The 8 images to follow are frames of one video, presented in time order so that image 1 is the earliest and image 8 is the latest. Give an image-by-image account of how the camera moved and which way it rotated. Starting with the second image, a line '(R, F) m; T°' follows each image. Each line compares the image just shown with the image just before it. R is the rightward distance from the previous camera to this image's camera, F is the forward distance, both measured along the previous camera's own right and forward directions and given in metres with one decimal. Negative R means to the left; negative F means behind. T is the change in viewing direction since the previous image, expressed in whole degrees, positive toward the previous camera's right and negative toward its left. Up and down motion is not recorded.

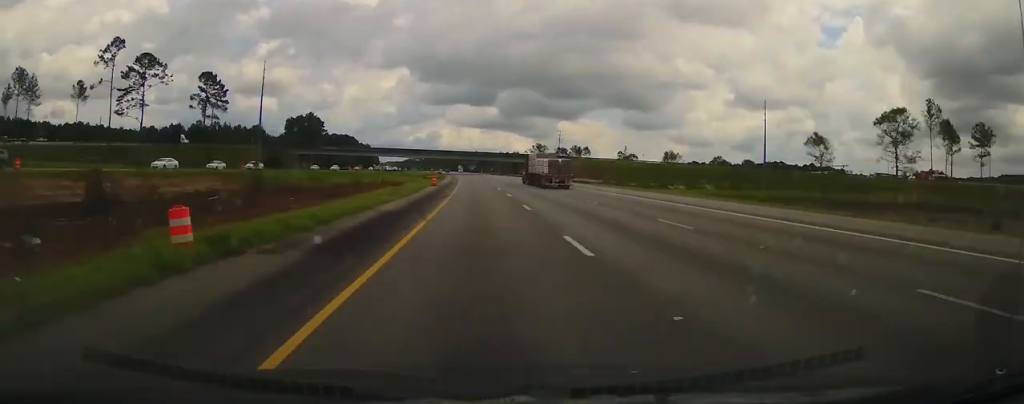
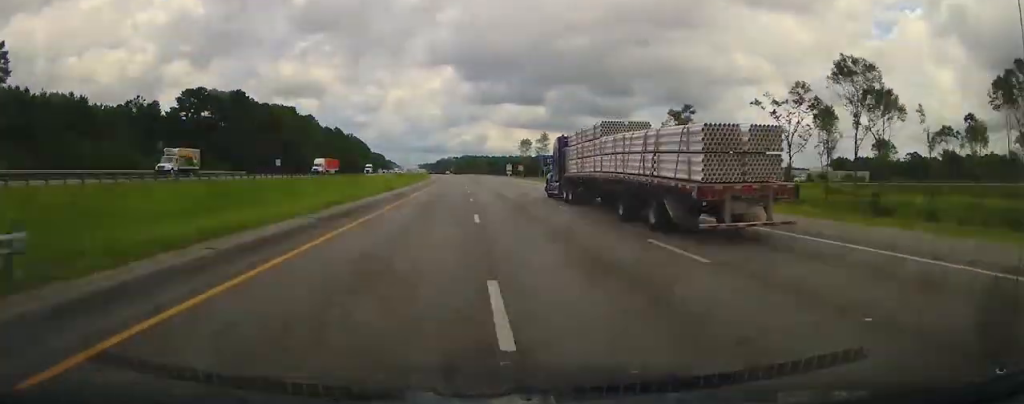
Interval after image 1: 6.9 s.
(-7.1, +195.8) m; -5°
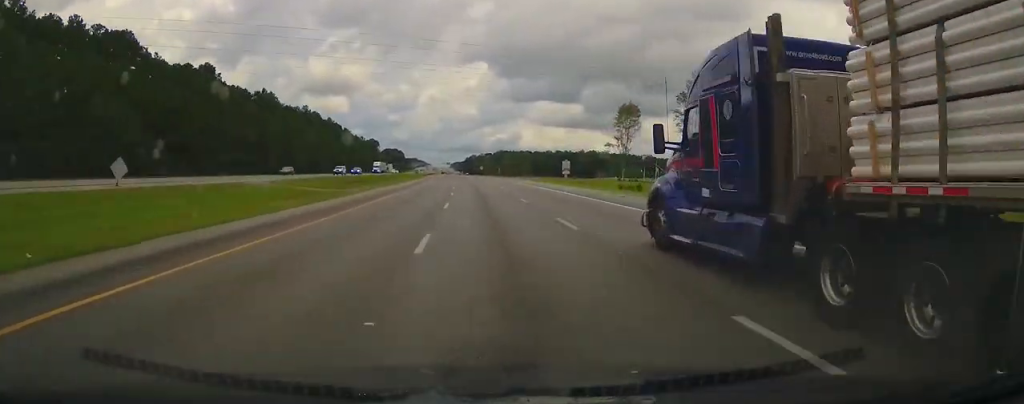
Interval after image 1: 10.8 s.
(-4.5, +186.9) m; -3°
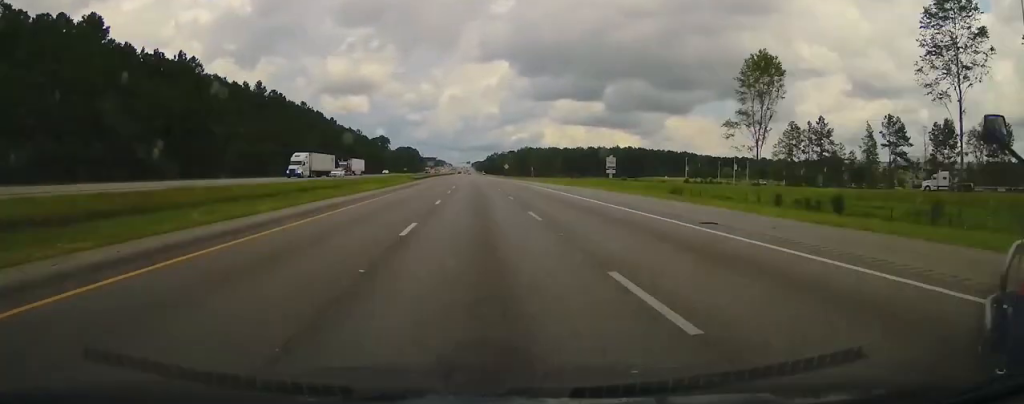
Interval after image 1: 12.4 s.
(-0.9, +74.9) m; -1°
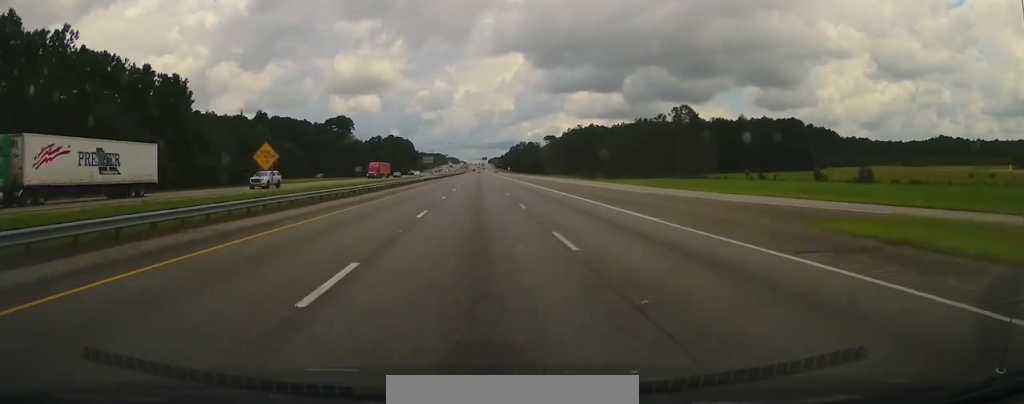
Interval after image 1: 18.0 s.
(-7.4, +227.0) m; -2°
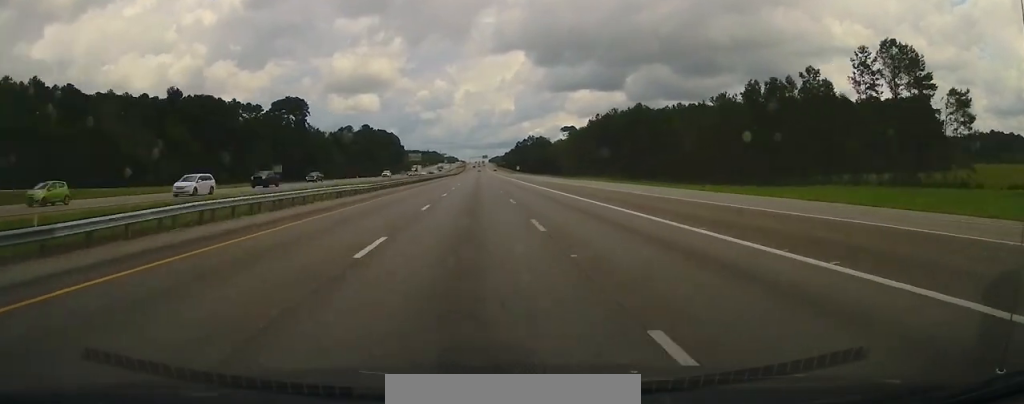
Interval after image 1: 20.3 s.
(-0.2, +85.1) m; 0°
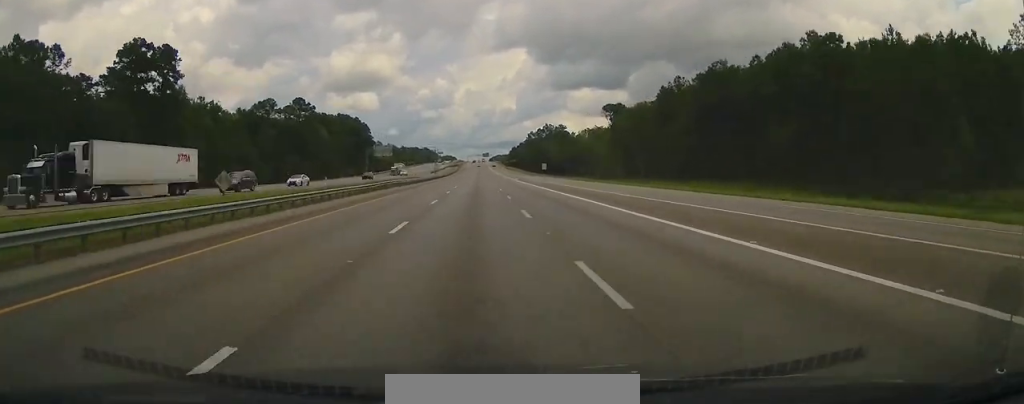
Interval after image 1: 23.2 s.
(-0.1, +105.9) m; 0°
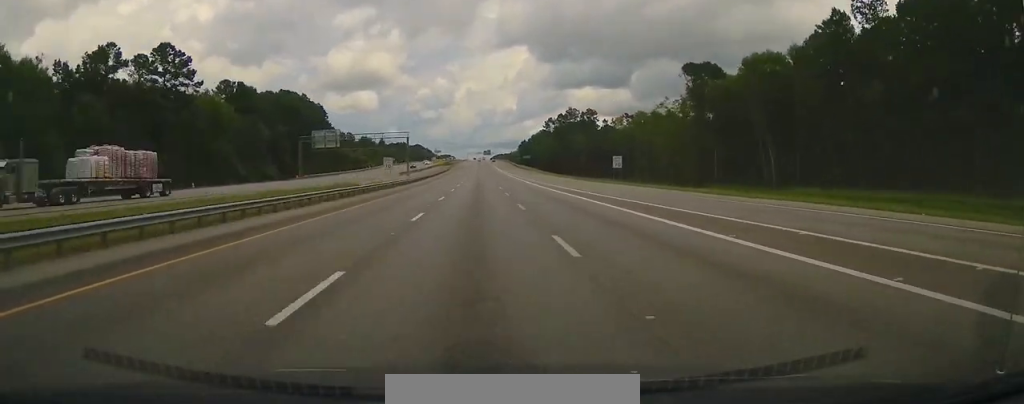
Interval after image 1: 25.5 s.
(+0.2, +77.3) m; 0°
